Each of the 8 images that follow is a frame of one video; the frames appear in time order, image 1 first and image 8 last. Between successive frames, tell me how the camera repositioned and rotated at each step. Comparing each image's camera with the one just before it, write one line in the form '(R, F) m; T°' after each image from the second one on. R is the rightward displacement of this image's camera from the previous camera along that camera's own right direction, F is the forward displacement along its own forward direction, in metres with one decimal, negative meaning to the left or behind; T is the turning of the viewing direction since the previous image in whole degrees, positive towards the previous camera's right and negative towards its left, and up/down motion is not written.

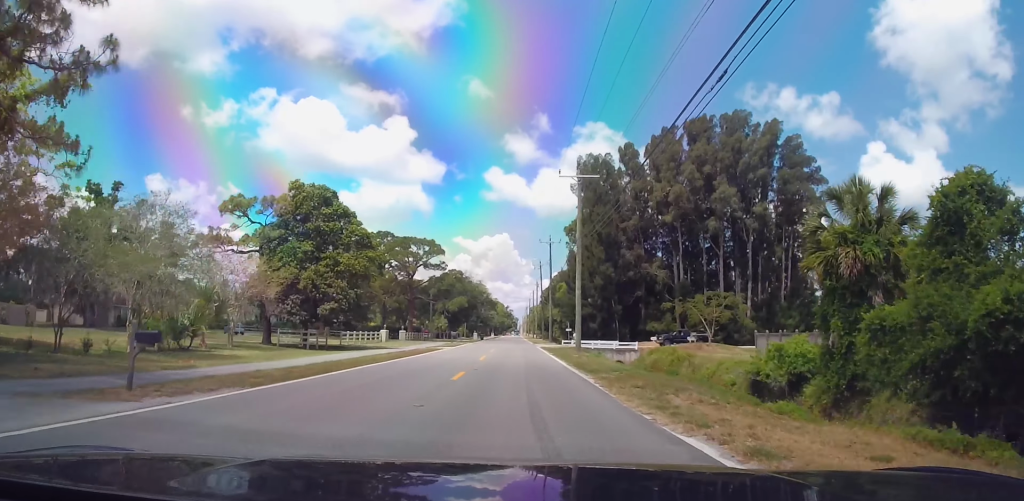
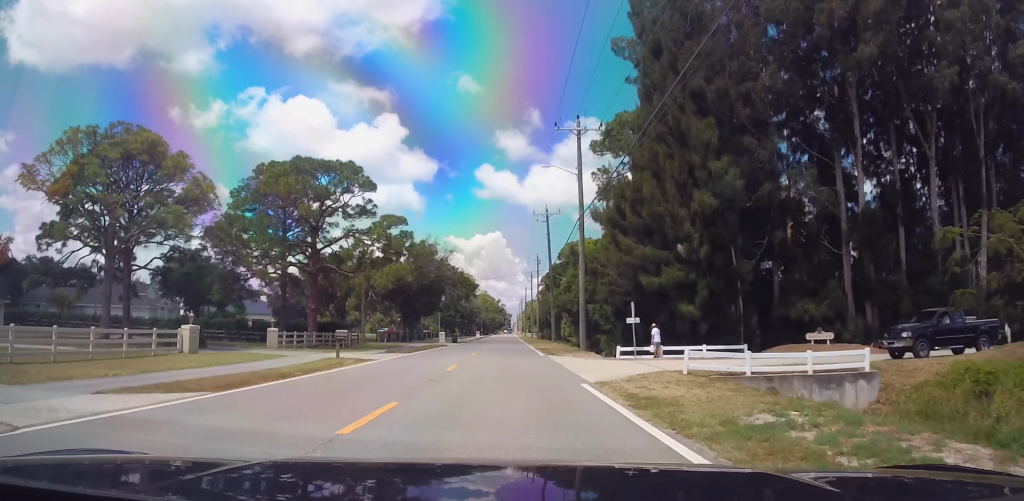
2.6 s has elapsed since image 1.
(+1.0, +44.5) m; +1°
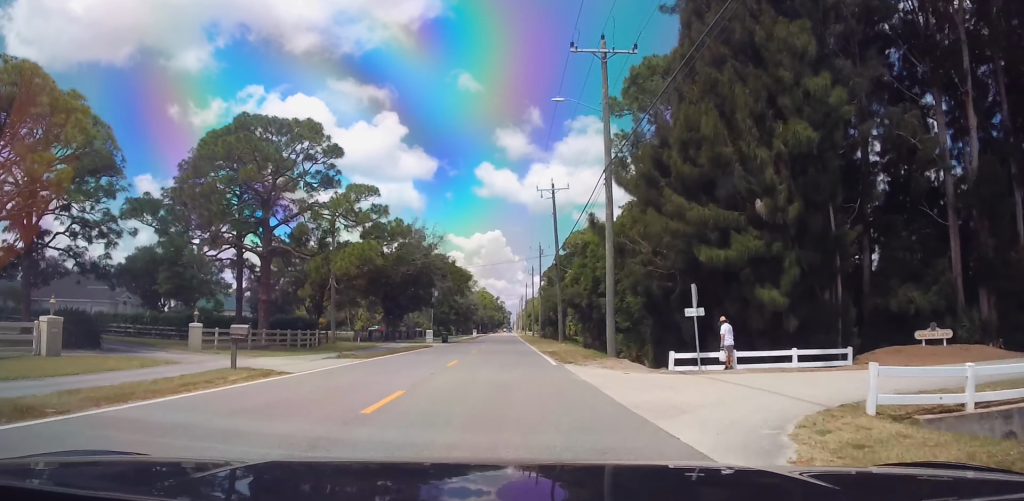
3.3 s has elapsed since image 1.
(0.0, +10.7) m; 0°
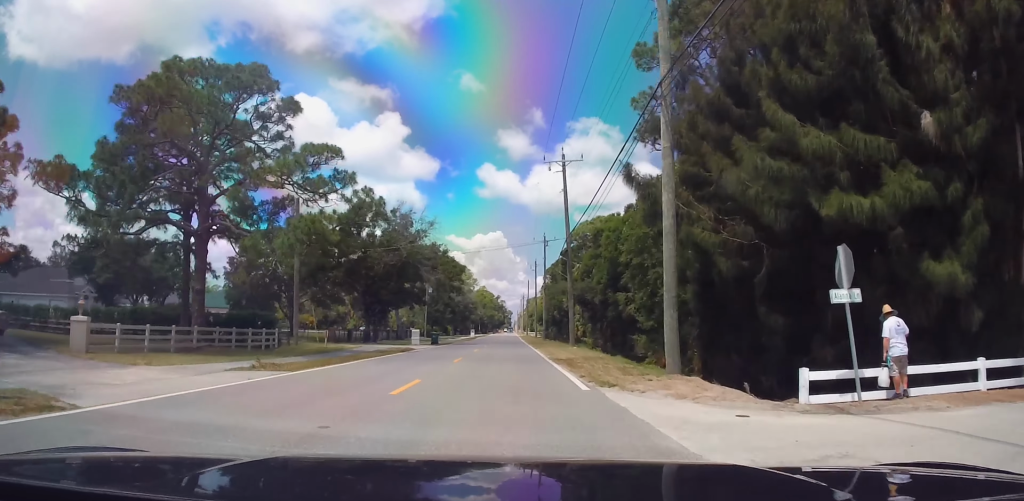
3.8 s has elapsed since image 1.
(0.0, +9.6) m; 0°
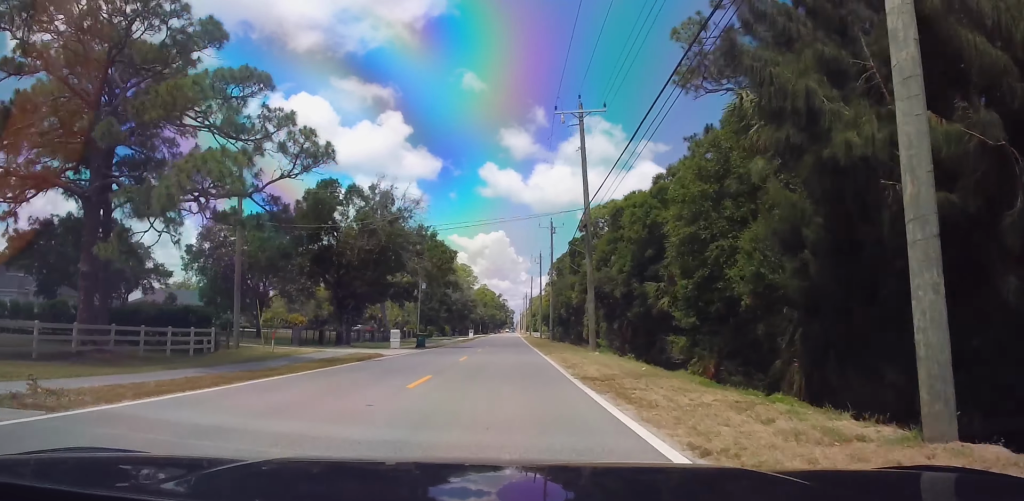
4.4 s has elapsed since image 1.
(0.0, +10.1) m; 0°
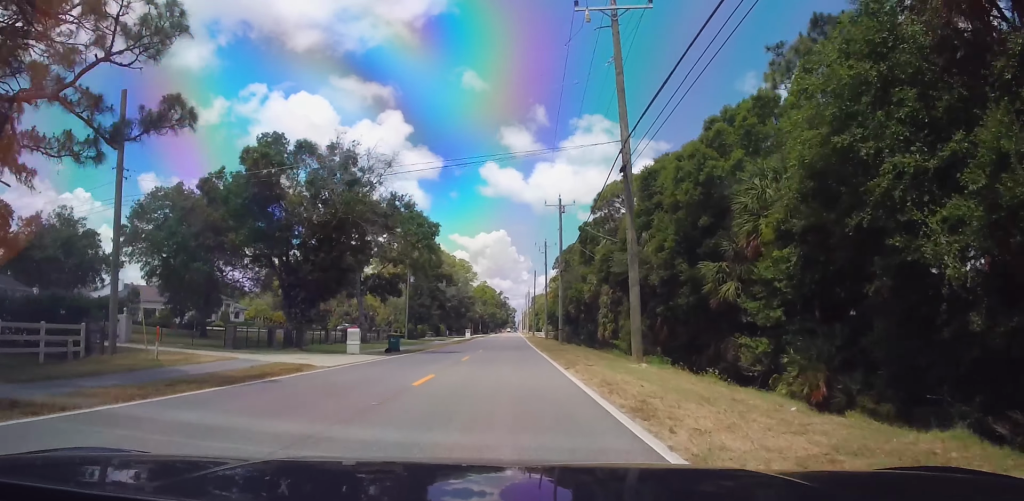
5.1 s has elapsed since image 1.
(0.0, +11.7) m; 0°
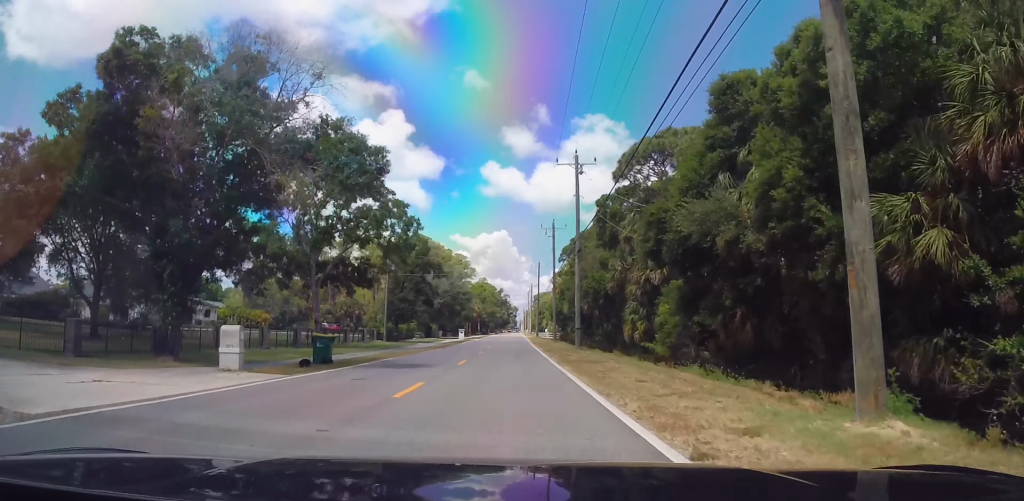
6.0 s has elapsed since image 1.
(0.0, +14.5) m; -1°
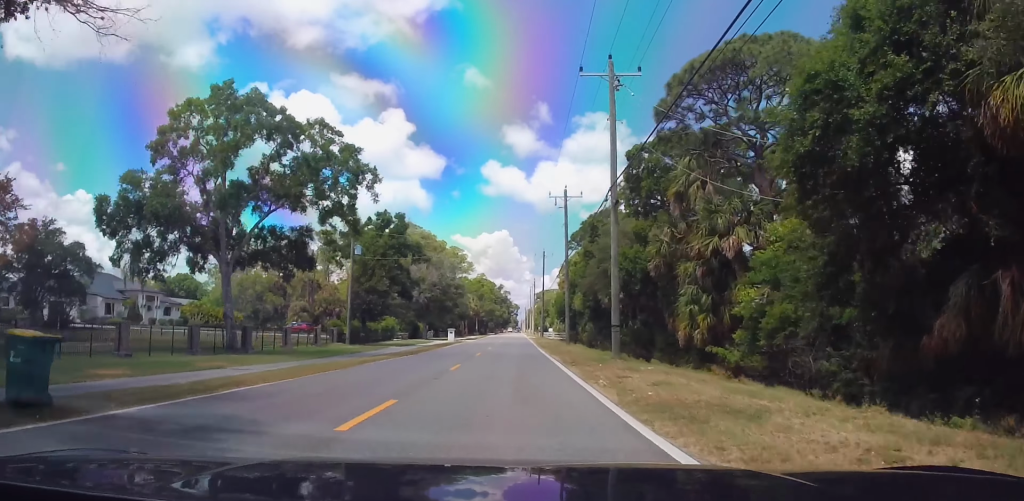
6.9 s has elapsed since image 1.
(-0.1, +15.6) m; -1°
